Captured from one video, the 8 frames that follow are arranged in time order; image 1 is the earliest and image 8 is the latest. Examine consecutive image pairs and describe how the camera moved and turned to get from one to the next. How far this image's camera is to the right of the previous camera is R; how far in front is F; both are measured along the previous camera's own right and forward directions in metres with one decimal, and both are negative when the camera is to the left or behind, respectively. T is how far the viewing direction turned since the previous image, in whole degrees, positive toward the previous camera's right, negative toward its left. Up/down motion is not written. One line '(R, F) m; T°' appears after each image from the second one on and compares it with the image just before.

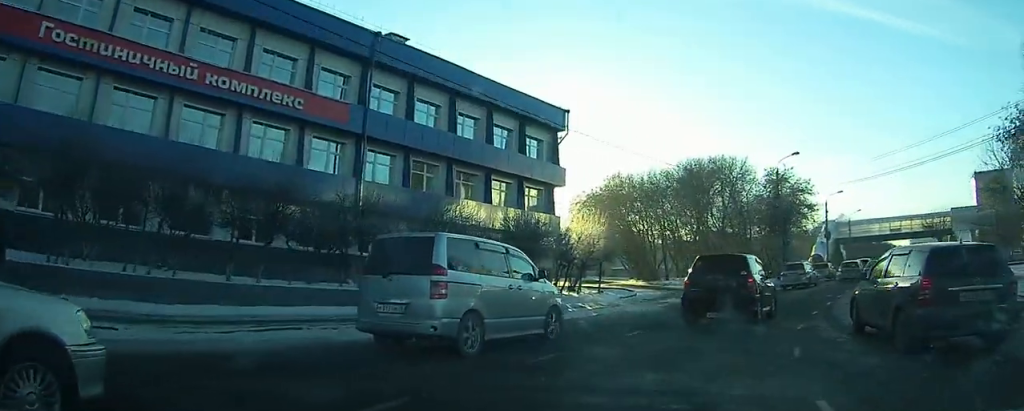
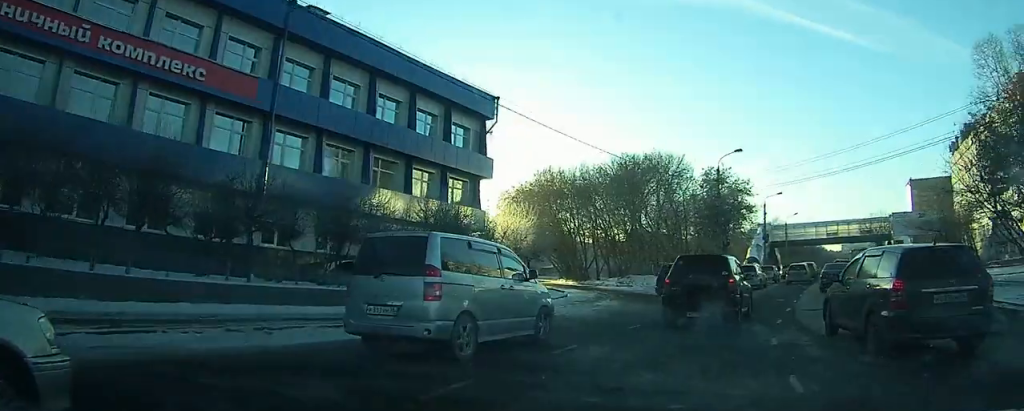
(+0.2, +2.7) m; +5°
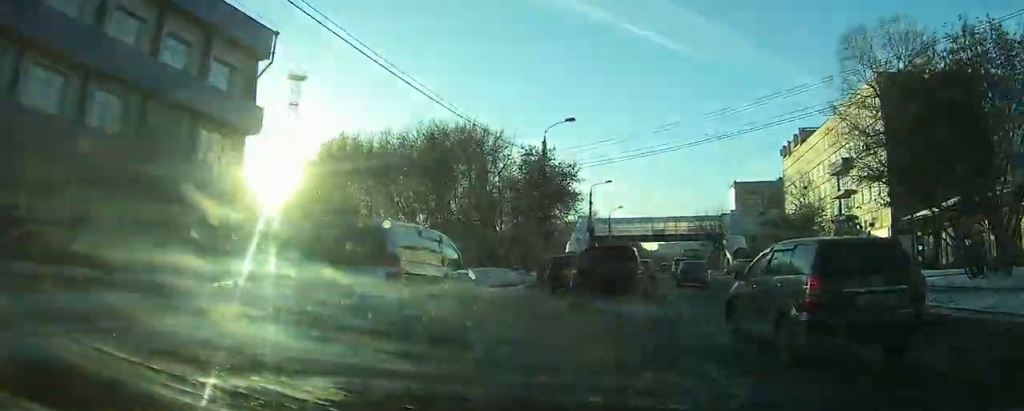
(+0.7, +7.6) m; +19°
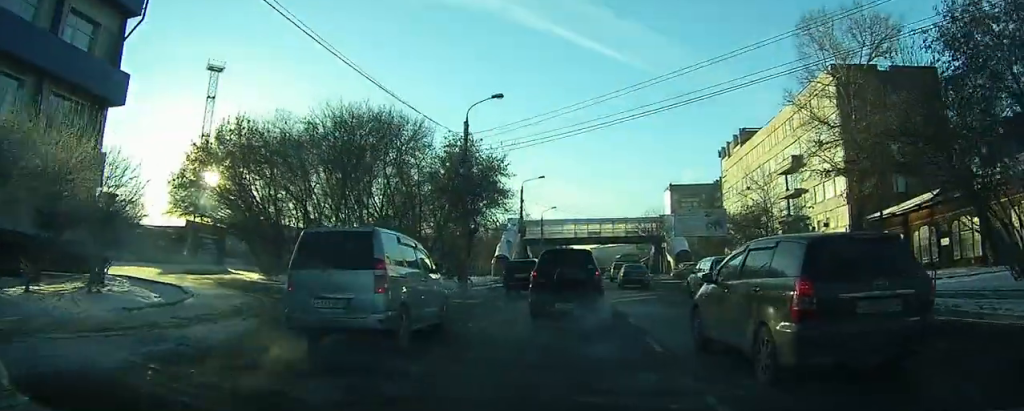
(+1.1, +5.2) m; +14°
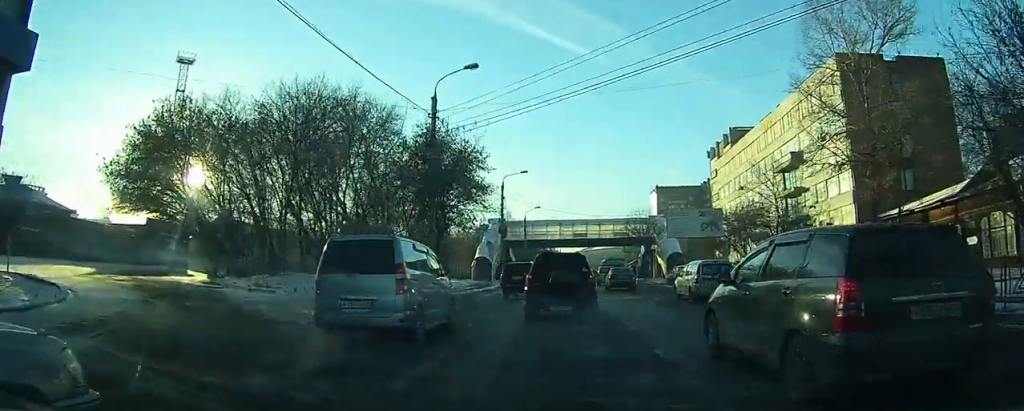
(+0.2, +4.5) m; +2°
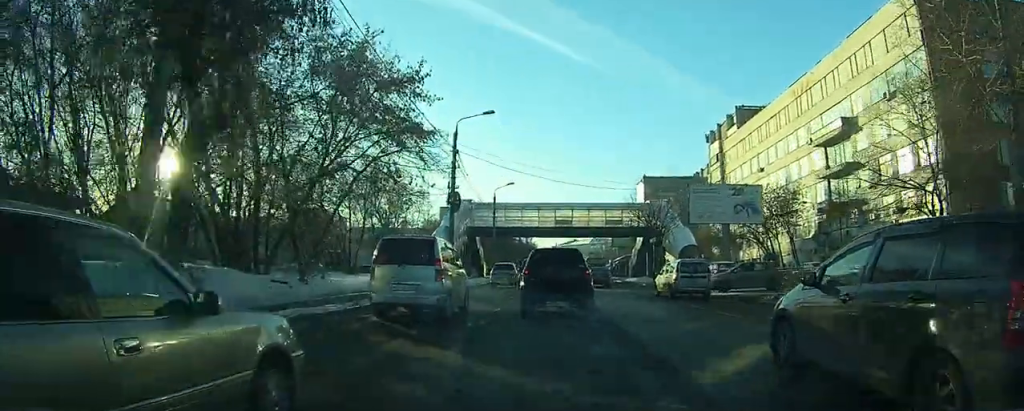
(+0.8, +16.5) m; +3°
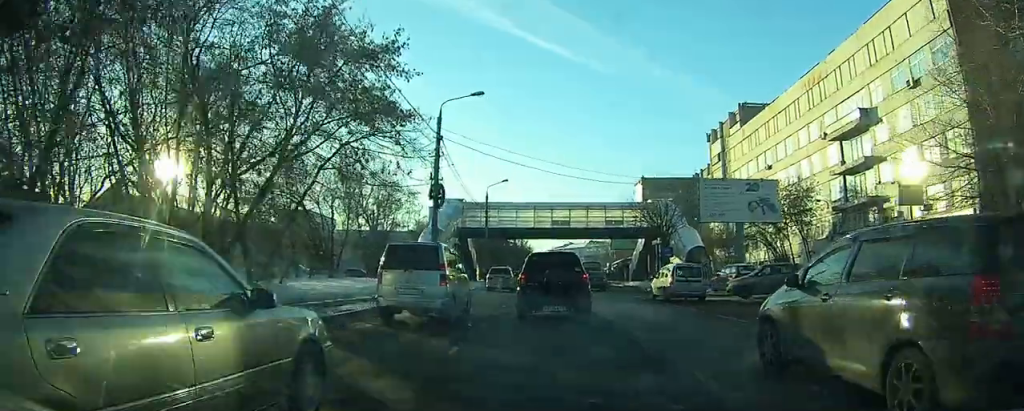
(-0.2, +4.0) m; +1°
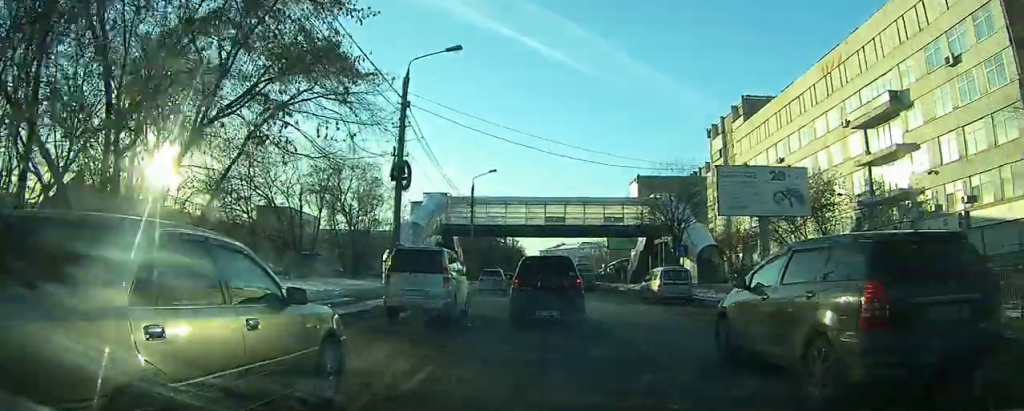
(+0.1, +5.9) m; +1°
